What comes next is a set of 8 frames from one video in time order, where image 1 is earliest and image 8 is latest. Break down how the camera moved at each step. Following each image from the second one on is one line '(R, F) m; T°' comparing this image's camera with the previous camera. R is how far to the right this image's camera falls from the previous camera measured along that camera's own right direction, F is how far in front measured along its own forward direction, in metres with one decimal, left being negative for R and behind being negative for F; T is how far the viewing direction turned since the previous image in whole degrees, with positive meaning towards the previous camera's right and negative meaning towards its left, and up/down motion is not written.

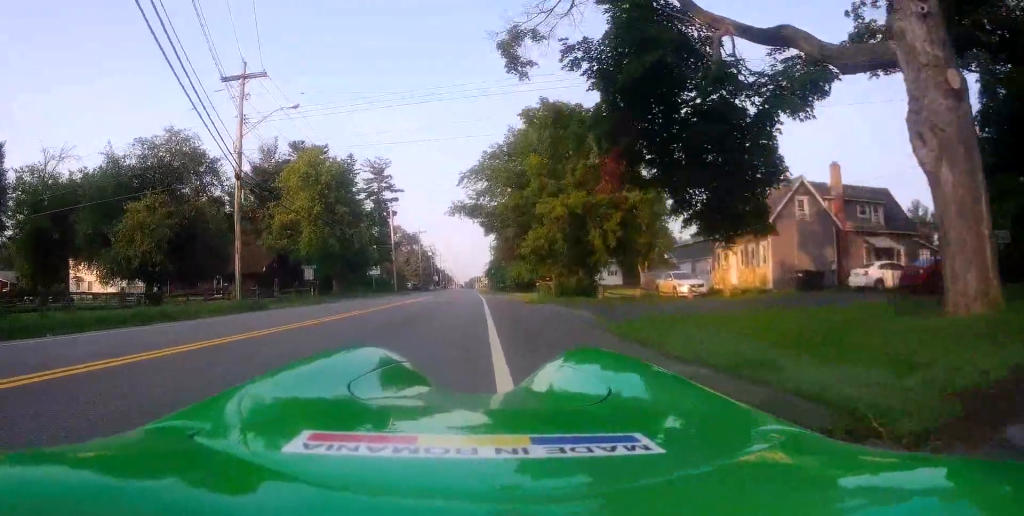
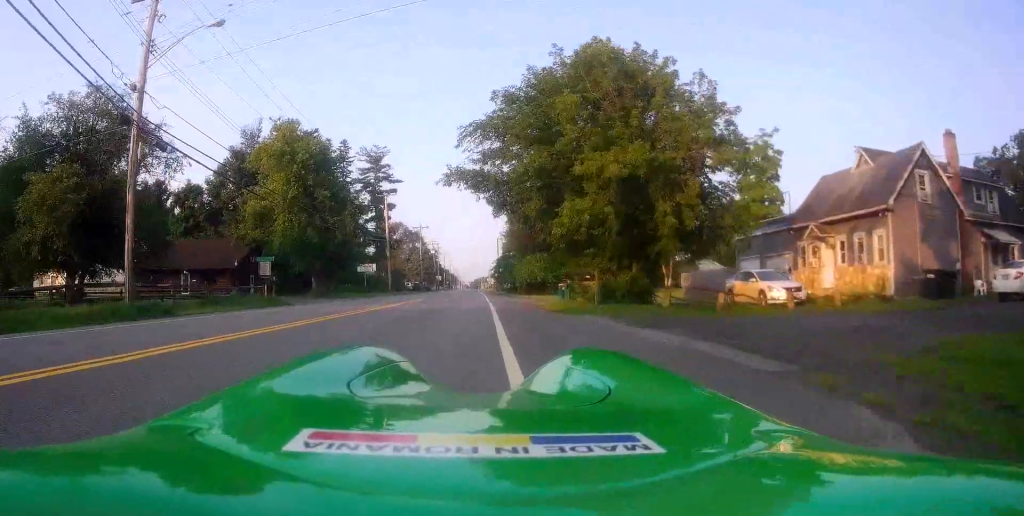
(0.0, +9.7) m; +1°
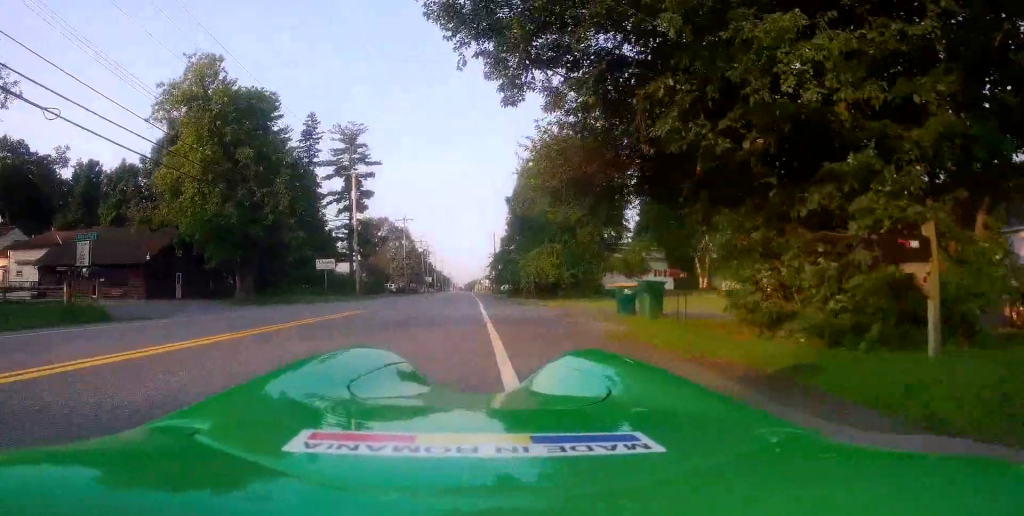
(+0.5, +15.6) m; -3°
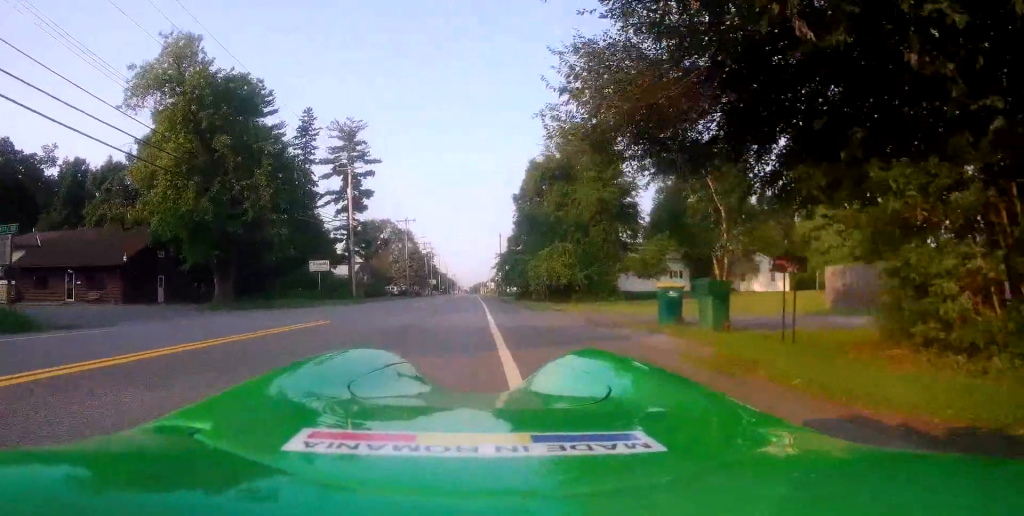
(-0.4, +3.9) m; +1°
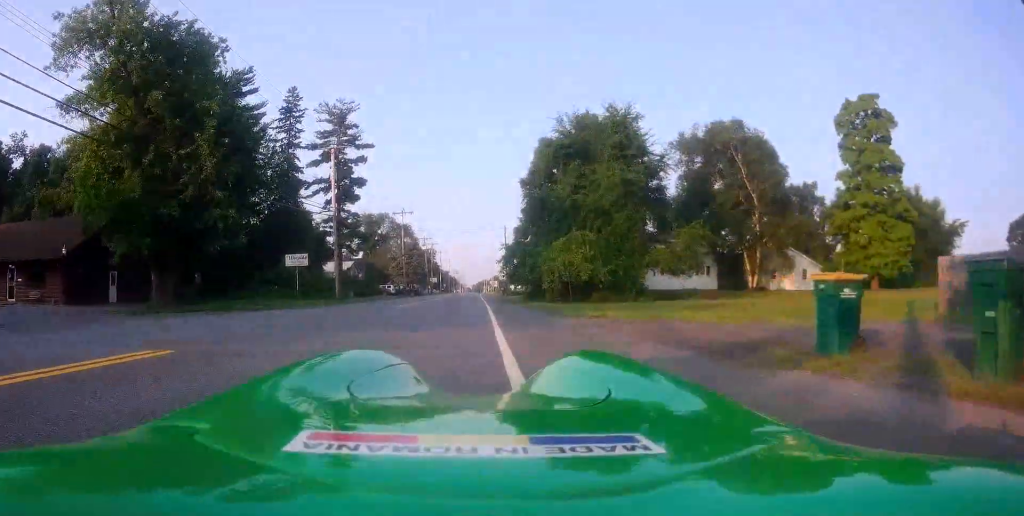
(+0.2, +7.1) m; +2°
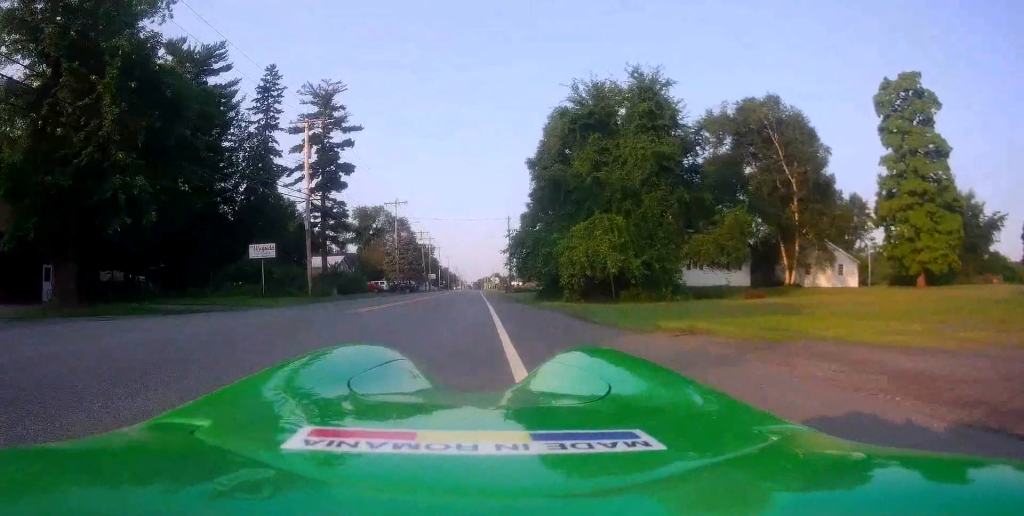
(+0.1, +7.5) m; -1°
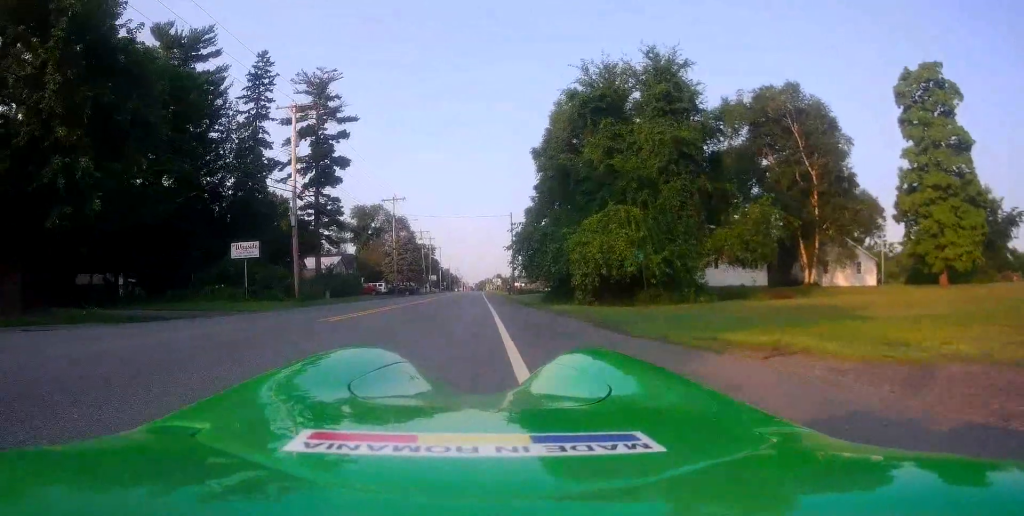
(-0.1, +3.0) m; -2°
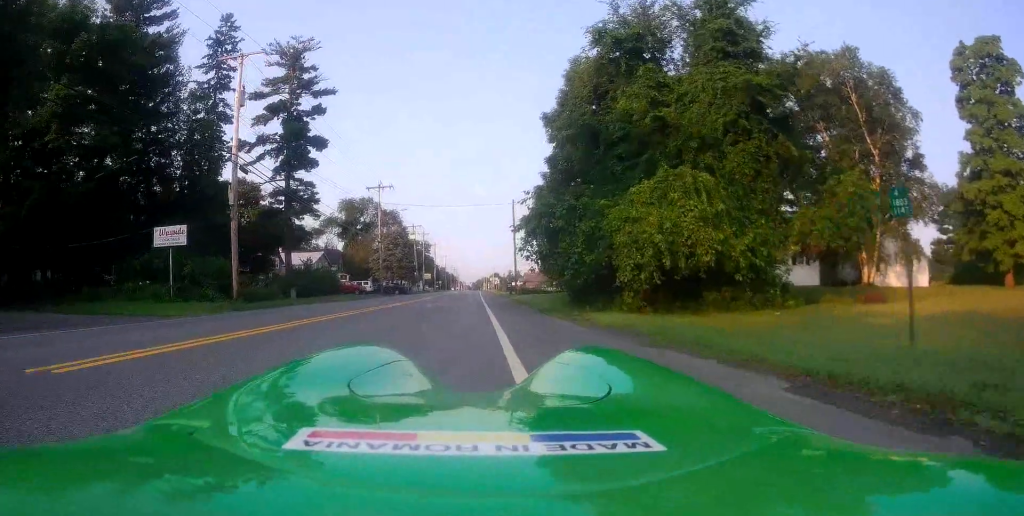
(+0.1, +8.8) m; +3°
